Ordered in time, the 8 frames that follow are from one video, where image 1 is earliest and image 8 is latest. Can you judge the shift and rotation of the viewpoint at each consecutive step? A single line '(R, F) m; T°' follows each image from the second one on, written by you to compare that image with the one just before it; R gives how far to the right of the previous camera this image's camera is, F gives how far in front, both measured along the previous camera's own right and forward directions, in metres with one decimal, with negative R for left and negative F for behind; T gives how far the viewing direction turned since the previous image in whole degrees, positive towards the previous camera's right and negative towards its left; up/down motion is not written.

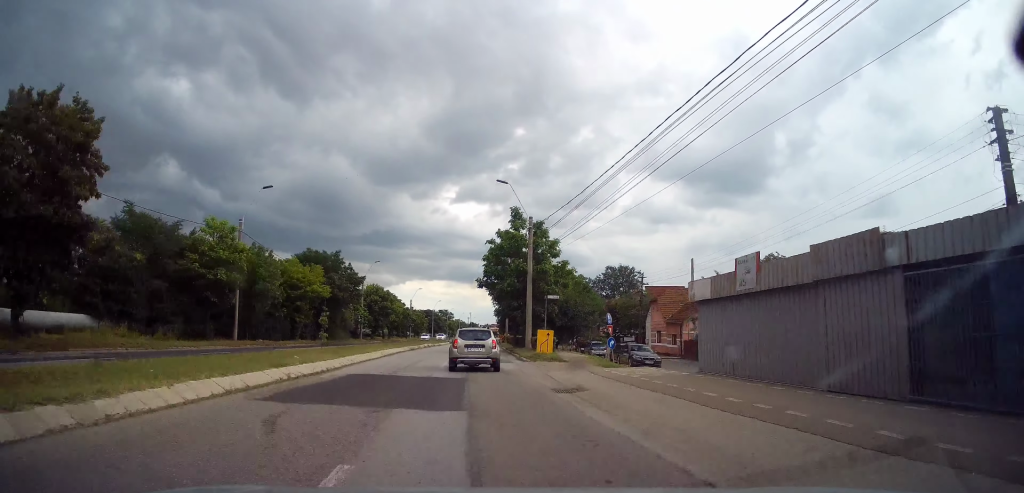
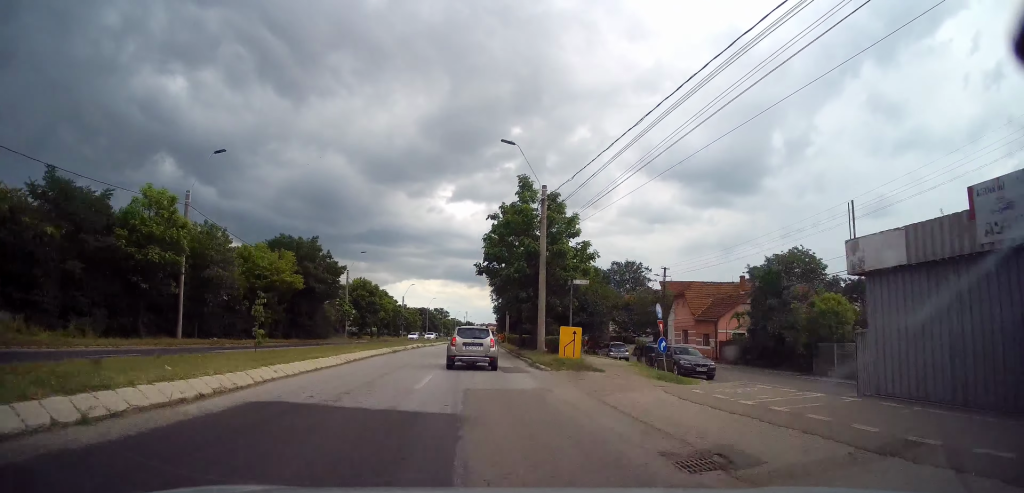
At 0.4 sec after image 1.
(0.0, +7.7) m; +1°
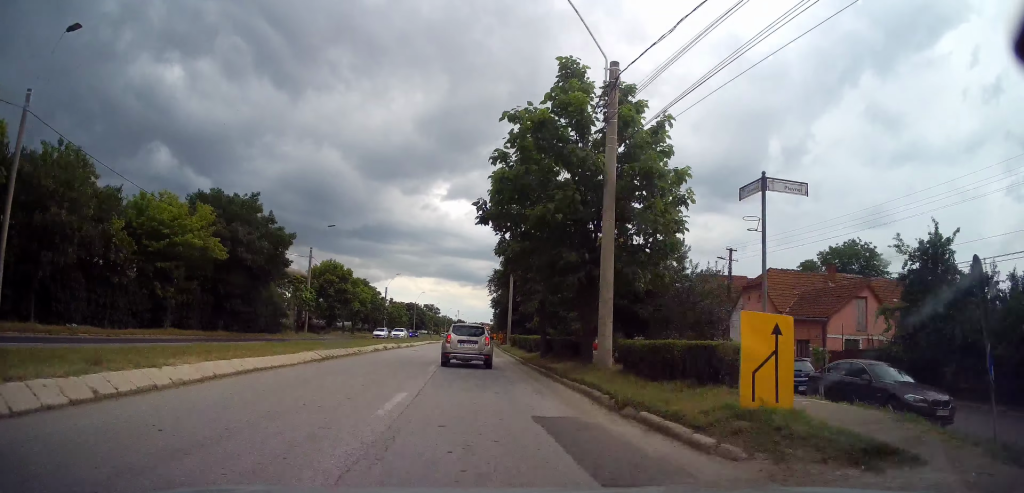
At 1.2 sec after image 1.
(+0.3, +14.0) m; +1°
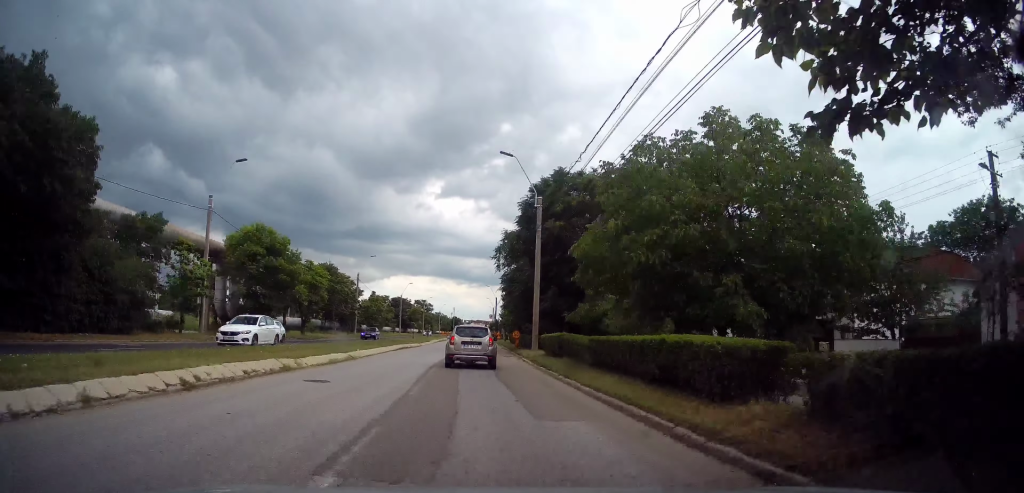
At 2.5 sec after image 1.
(+0.1, +22.0) m; 0°
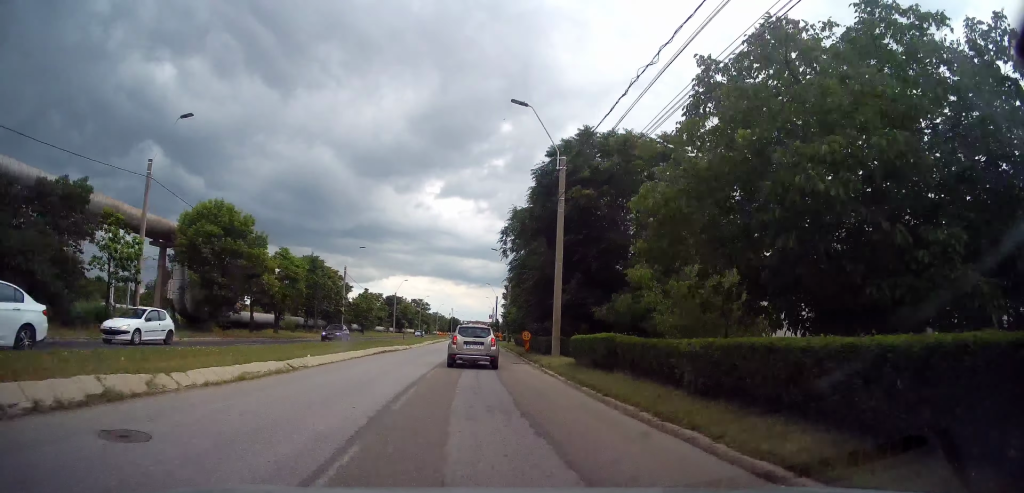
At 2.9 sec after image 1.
(0.0, +7.4) m; 0°
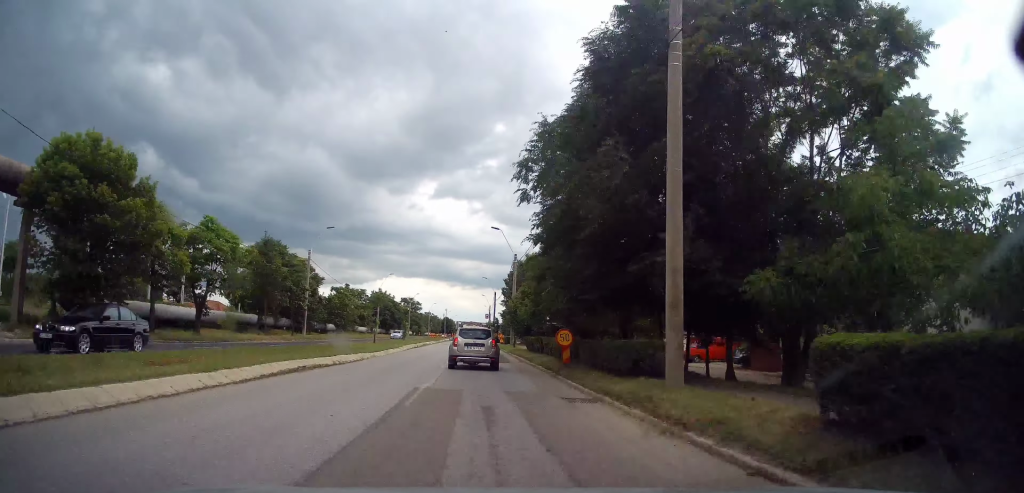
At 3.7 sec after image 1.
(0.0, +13.6) m; 0°
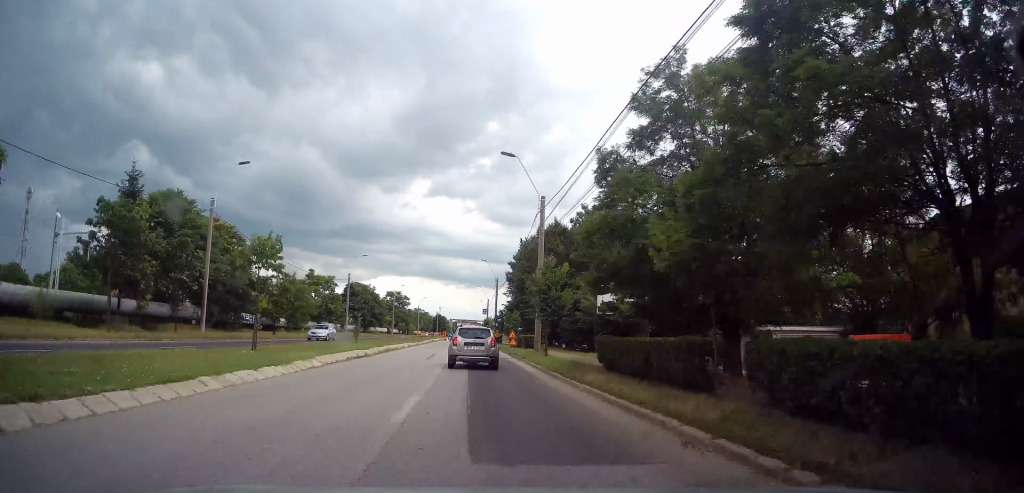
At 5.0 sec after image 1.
(+0.3, +20.7) m; +1°
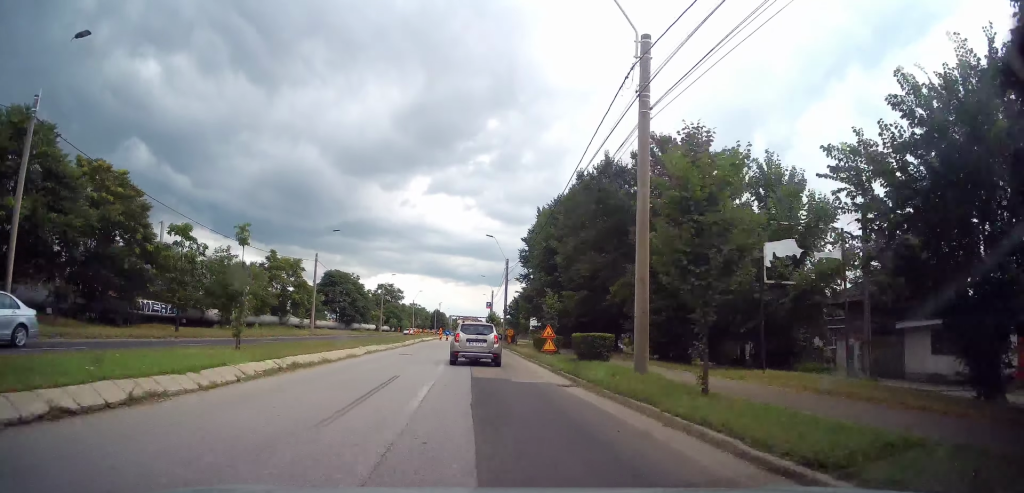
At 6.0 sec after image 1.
(+0.1, +16.8) m; 0°
